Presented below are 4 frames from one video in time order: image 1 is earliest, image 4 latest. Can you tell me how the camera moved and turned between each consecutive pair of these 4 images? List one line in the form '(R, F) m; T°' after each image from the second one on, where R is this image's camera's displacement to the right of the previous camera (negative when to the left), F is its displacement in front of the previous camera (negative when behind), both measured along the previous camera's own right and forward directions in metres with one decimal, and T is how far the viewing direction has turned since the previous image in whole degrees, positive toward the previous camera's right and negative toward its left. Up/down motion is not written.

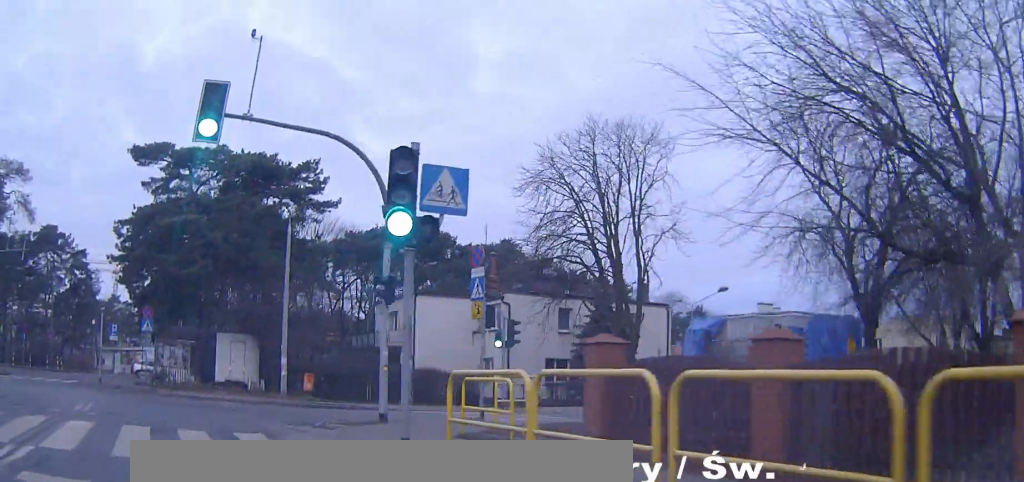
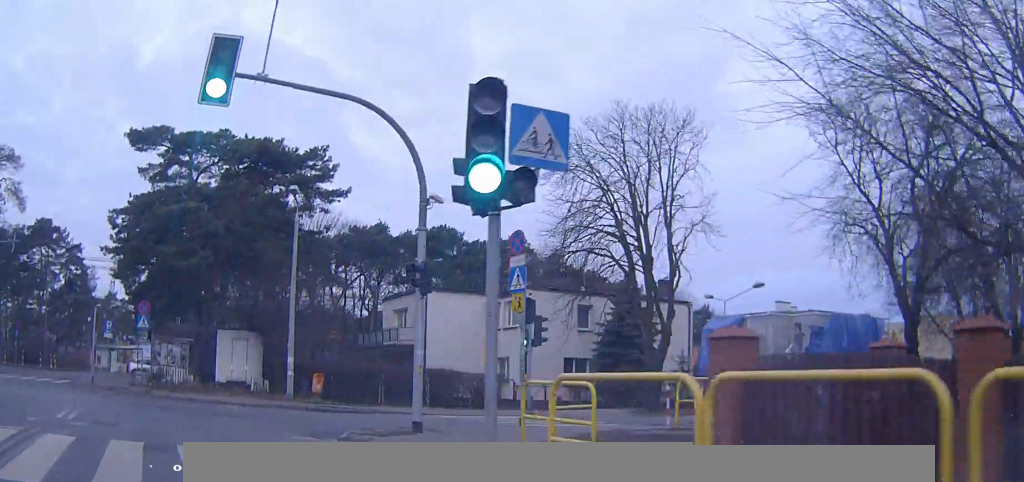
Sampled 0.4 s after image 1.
(0.0, +2.4) m; 0°
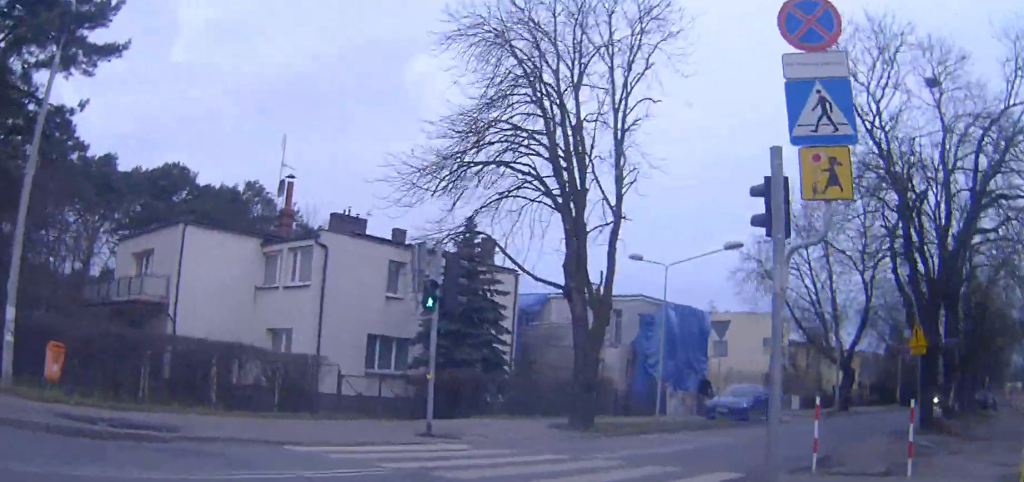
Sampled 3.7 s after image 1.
(+1.6, +14.9) m; +27°
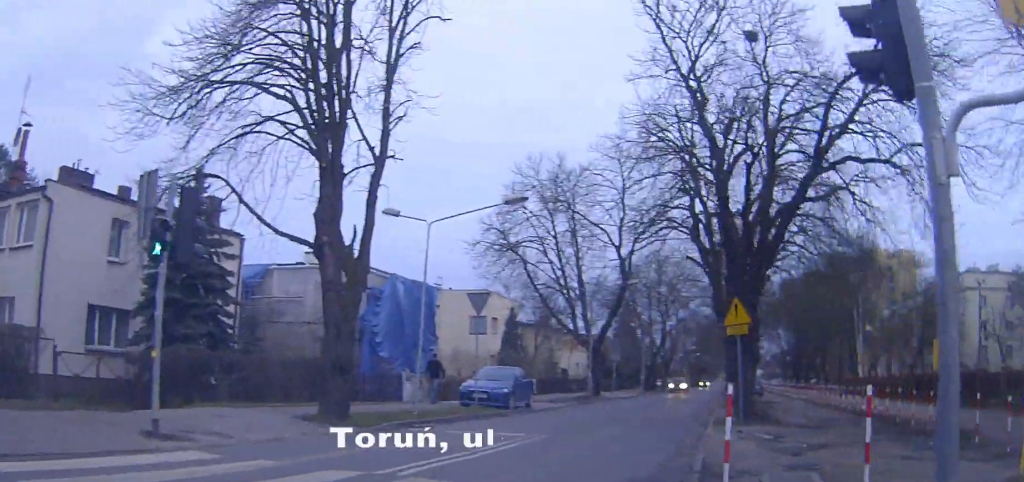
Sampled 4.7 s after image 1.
(+0.8, +4.1) m; +23°
